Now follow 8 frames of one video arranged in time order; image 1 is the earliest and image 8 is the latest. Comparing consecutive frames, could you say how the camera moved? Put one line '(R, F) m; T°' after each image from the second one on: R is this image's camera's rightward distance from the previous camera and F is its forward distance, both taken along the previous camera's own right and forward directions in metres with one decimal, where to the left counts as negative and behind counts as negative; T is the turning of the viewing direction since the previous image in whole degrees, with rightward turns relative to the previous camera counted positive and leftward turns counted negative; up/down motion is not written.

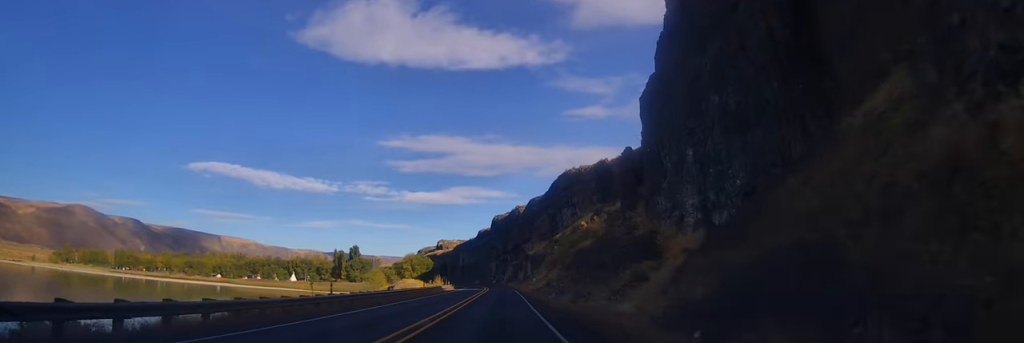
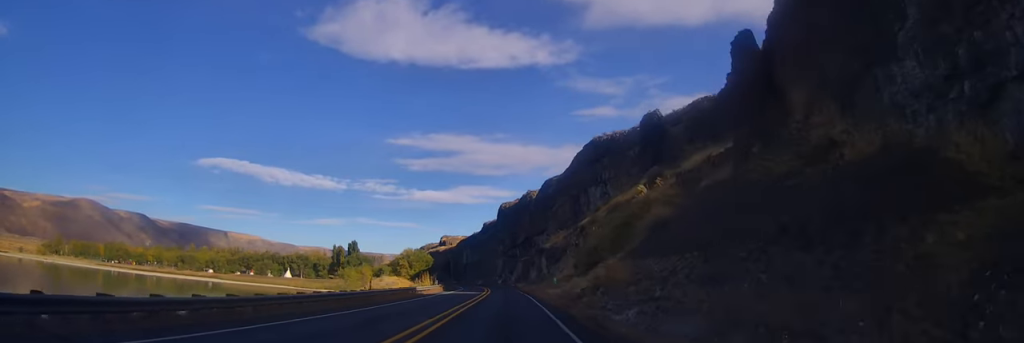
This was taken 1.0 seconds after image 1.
(+0.3, +25.7) m; 0°
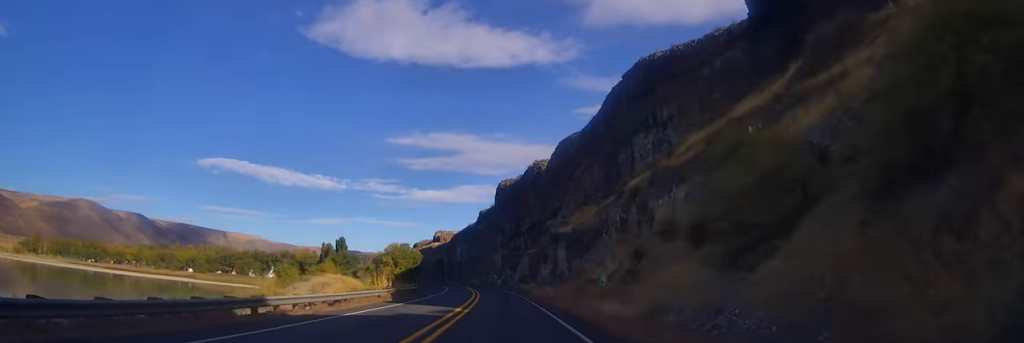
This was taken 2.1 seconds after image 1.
(-0.4, +30.8) m; -1°
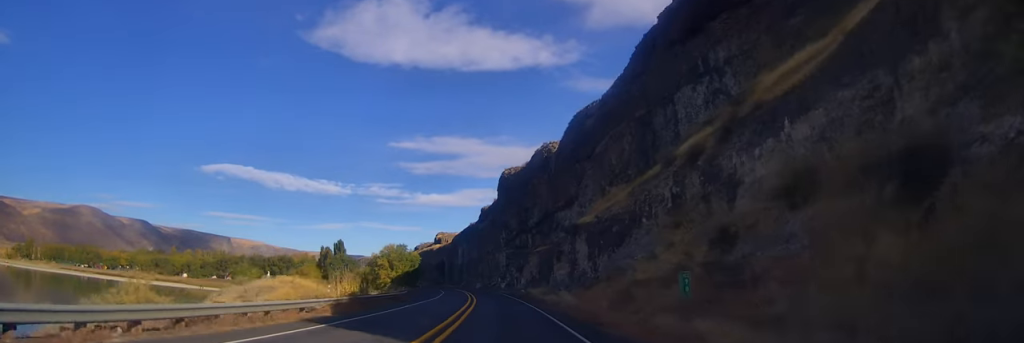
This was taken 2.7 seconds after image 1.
(-0.4, +14.0) m; 0°
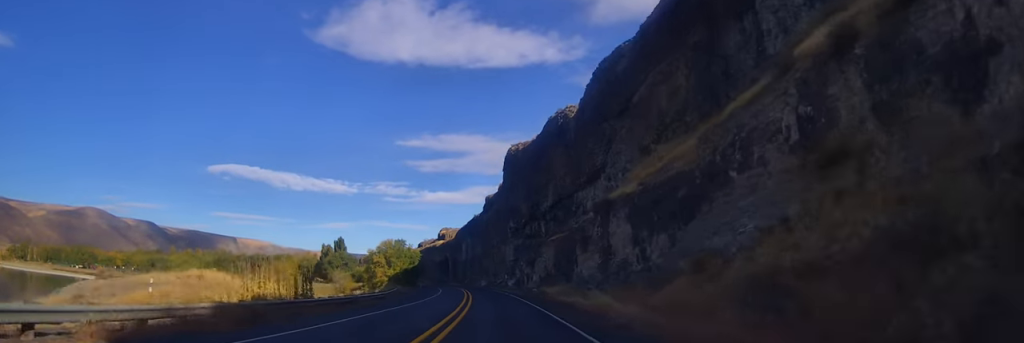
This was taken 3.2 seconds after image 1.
(+0.2, +15.0) m; 0°
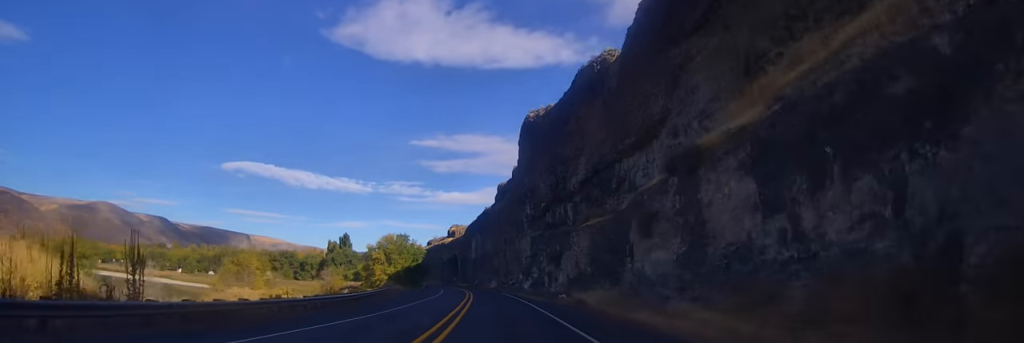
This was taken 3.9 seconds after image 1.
(+0.3, +16.7) m; 0°
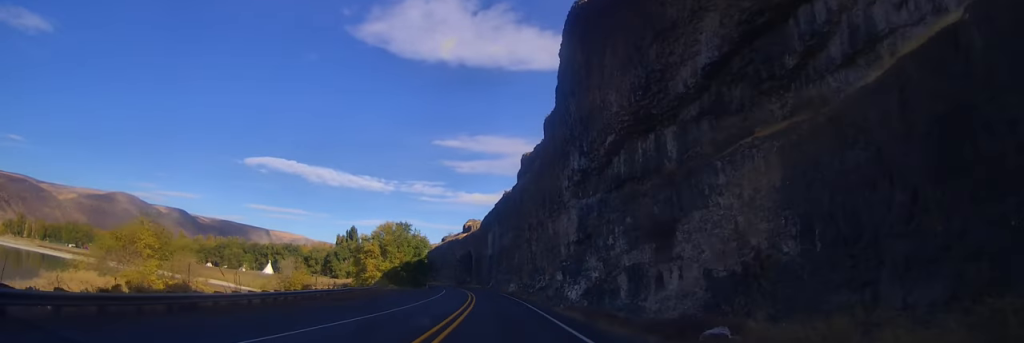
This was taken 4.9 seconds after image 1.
(-0.5, +27.0) m; -3°
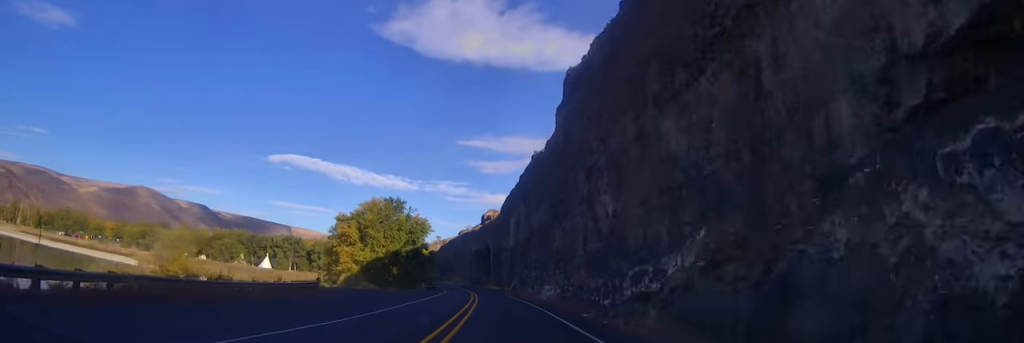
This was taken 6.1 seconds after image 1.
(-1.4, +32.0) m; -4°
